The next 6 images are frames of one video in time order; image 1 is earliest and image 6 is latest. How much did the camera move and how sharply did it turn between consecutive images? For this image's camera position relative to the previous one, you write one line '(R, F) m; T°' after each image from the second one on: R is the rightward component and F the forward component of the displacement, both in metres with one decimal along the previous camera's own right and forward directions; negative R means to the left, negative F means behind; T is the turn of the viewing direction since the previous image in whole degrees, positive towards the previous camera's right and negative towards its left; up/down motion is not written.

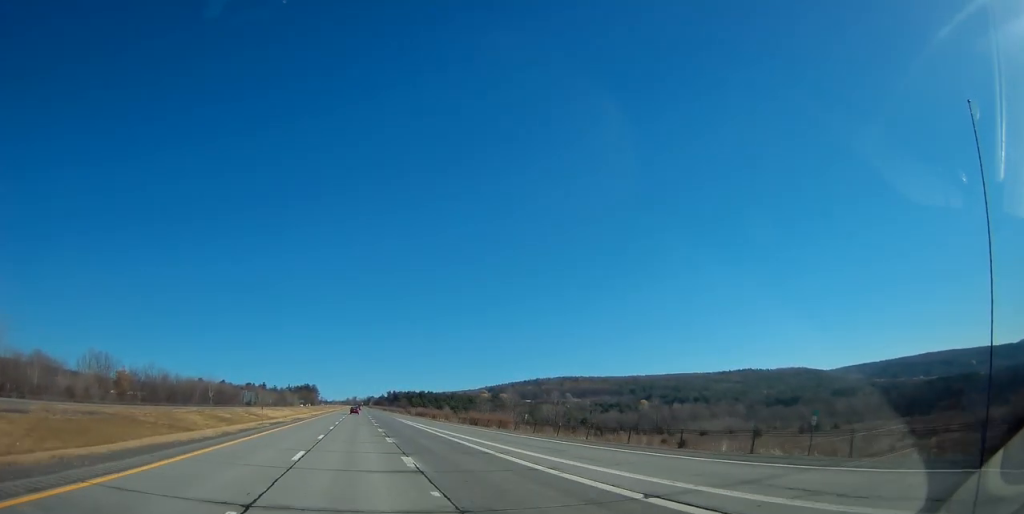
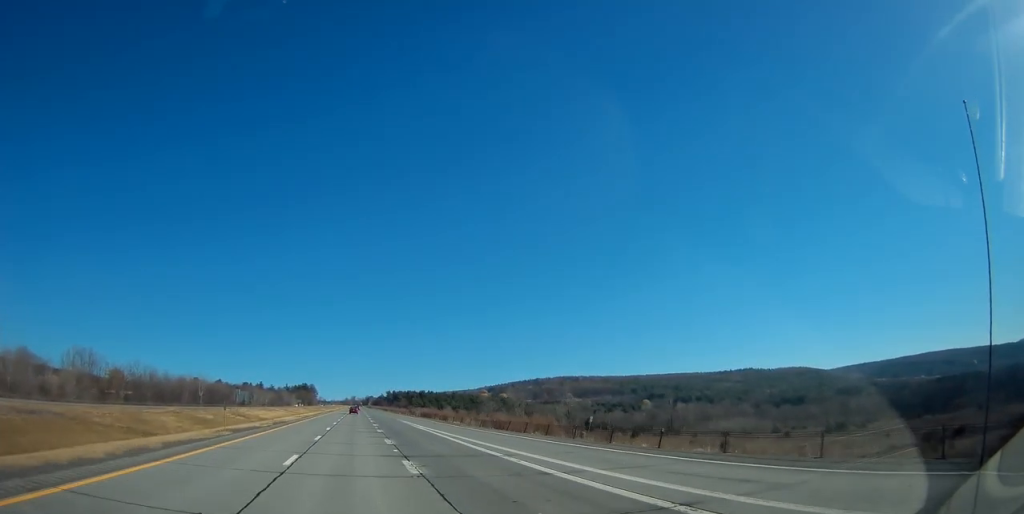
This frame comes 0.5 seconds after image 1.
(0.0, +13.7) m; 0°
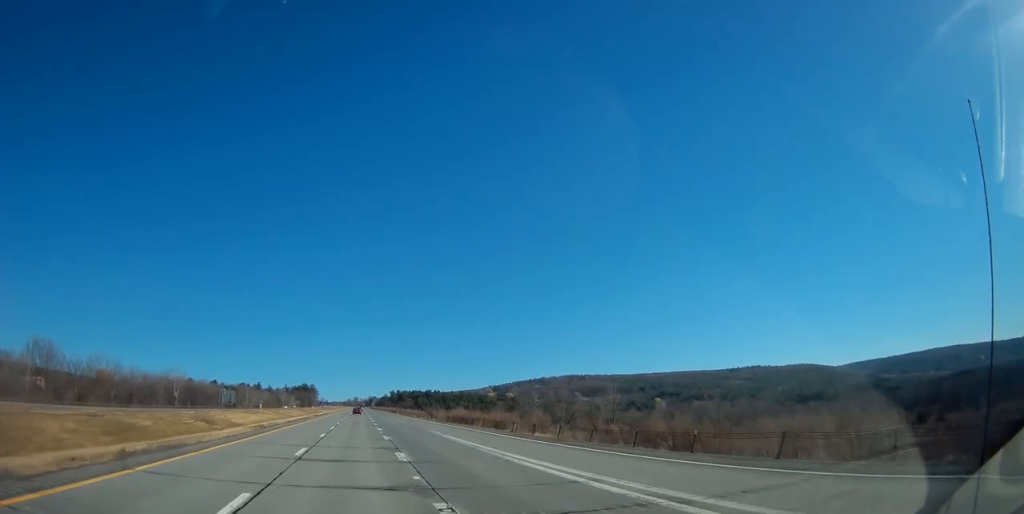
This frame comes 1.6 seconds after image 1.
(0.0, +32.1) m; 0°
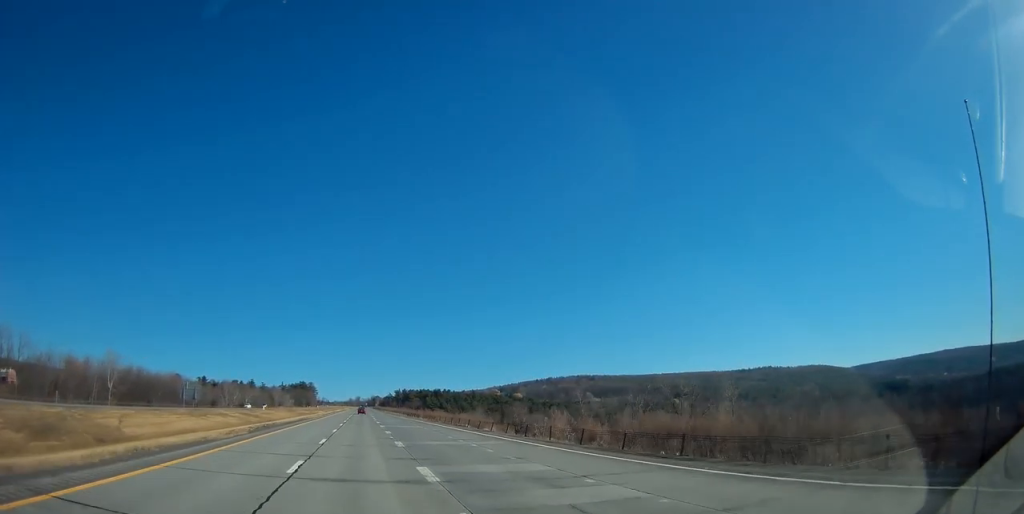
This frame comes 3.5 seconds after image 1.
(0.0, +53.9) m; 0°
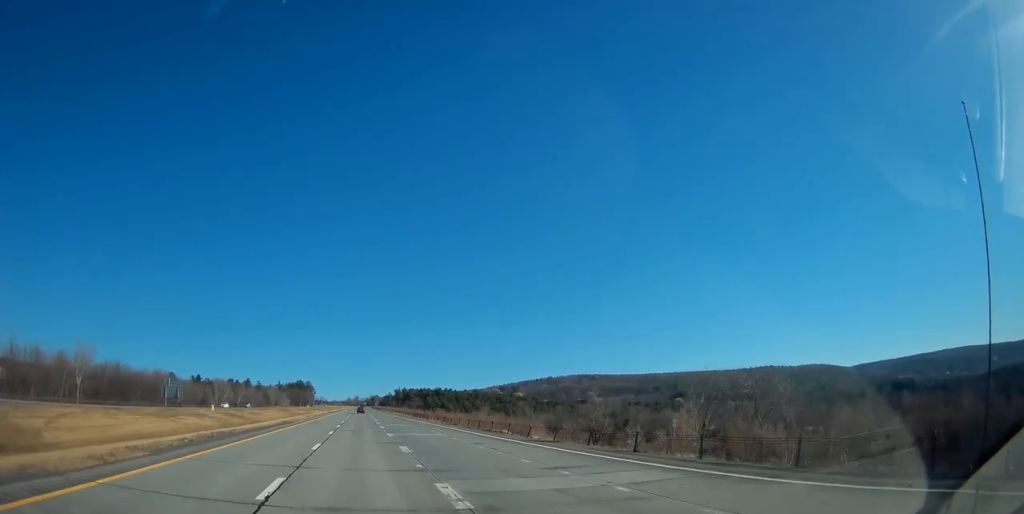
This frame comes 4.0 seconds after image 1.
(0.0, +16.0) m; 0°
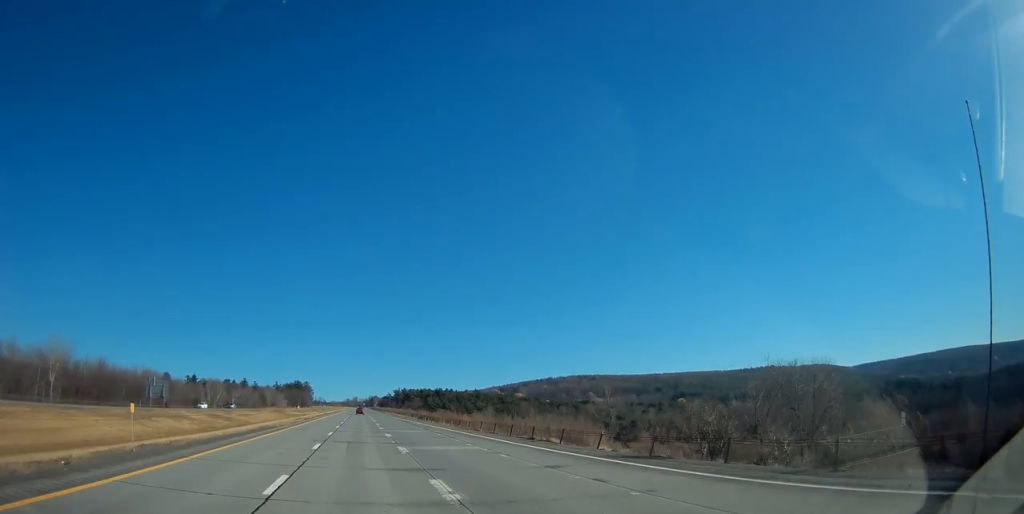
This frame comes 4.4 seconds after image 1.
(0.0, +11.4) m; 0°
